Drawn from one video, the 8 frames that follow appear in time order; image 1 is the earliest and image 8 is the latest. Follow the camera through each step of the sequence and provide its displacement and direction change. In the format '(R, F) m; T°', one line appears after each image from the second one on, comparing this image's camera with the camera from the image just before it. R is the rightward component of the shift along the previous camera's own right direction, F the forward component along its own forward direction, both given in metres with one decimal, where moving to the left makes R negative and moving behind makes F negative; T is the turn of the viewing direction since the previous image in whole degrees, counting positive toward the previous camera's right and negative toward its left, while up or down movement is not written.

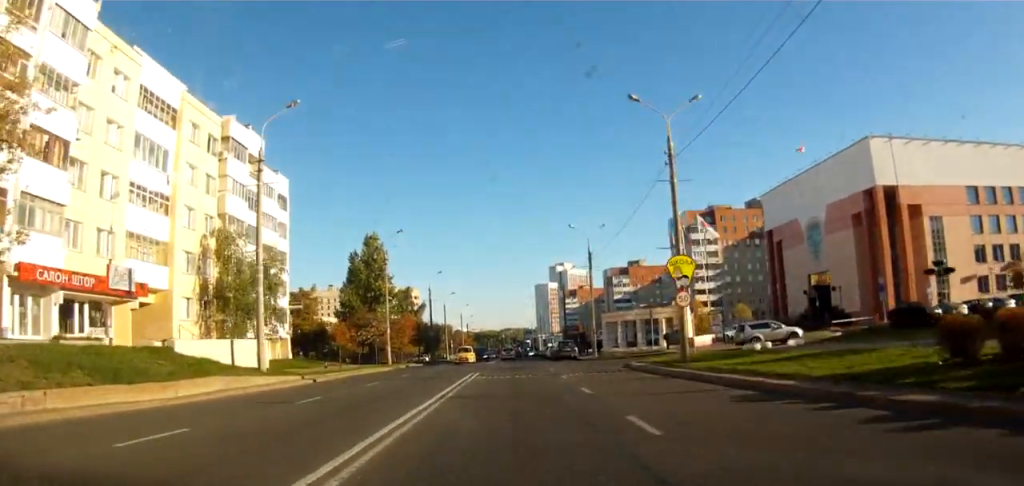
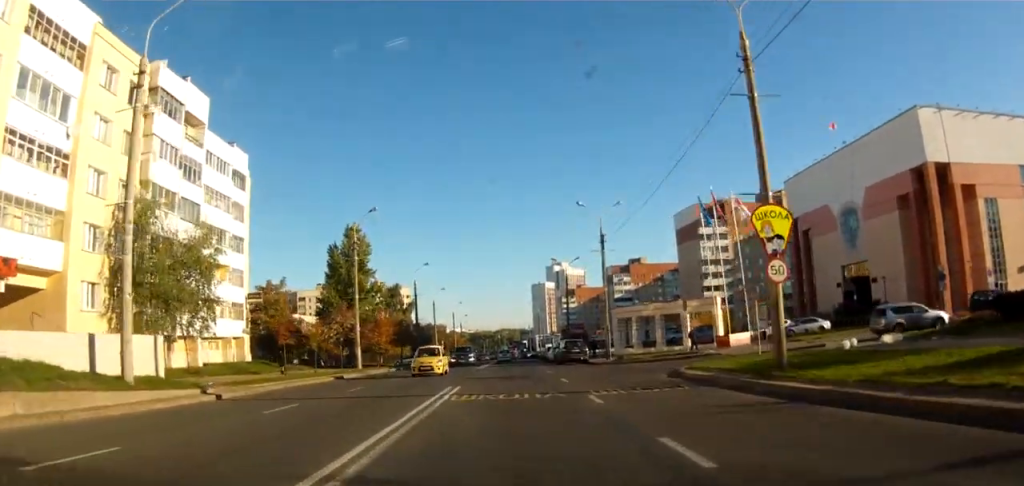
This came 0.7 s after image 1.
(+0.1, +11.4) m; 0°
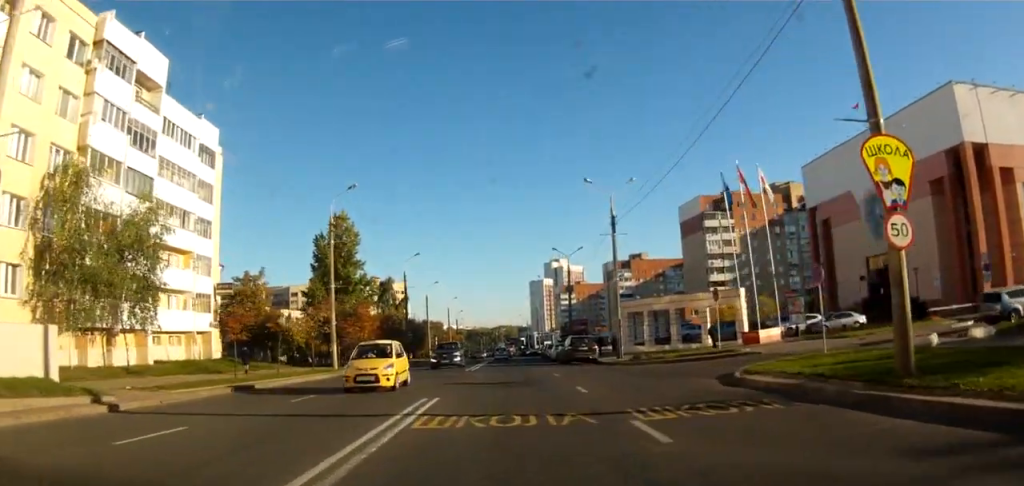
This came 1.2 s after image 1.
(+0.1, +7.2) m; 0°
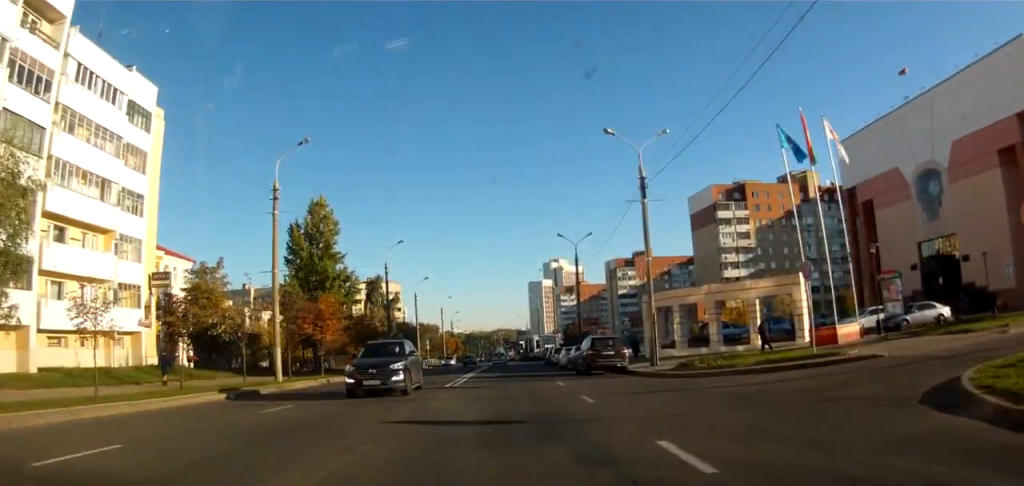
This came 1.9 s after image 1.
(-0.2, +10.9) m; 0°
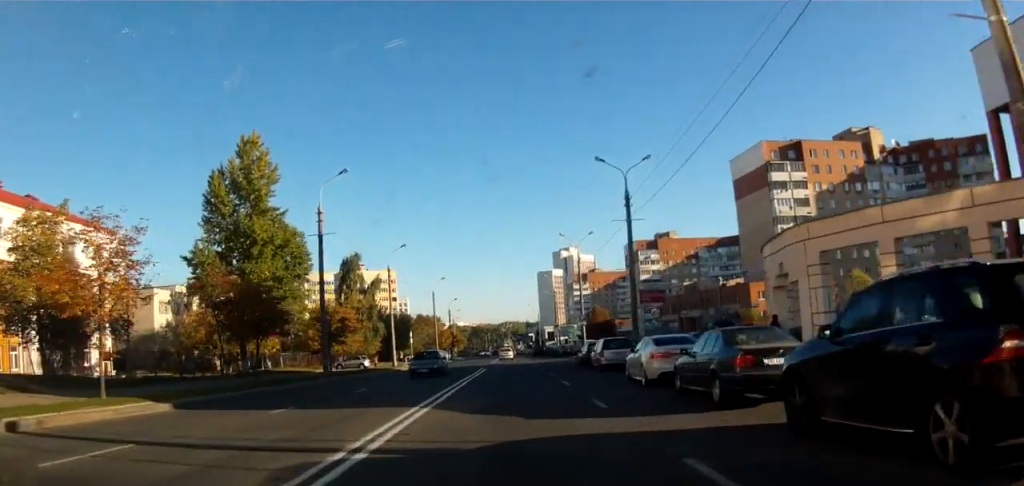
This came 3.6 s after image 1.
(+0.2, +23.9) m; 0°
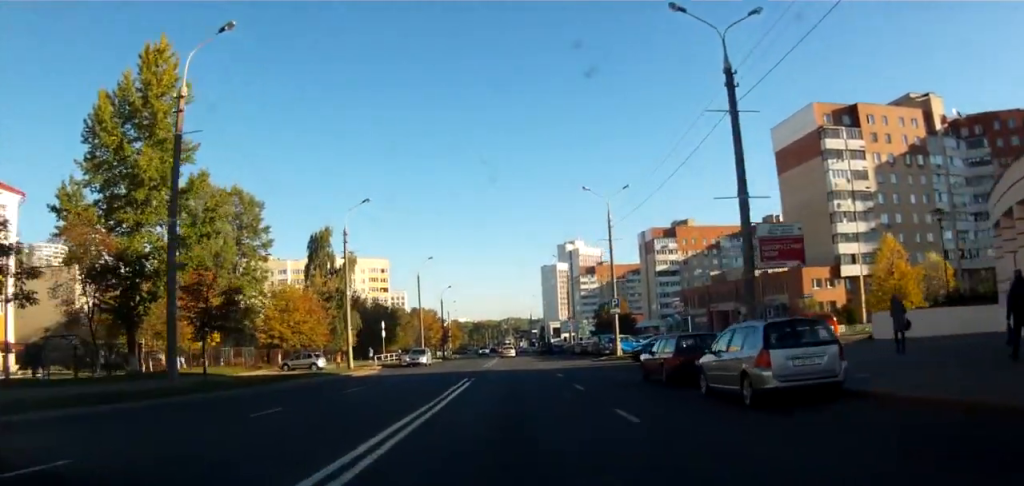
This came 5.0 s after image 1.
(-0.4, +19.9) m; -1°
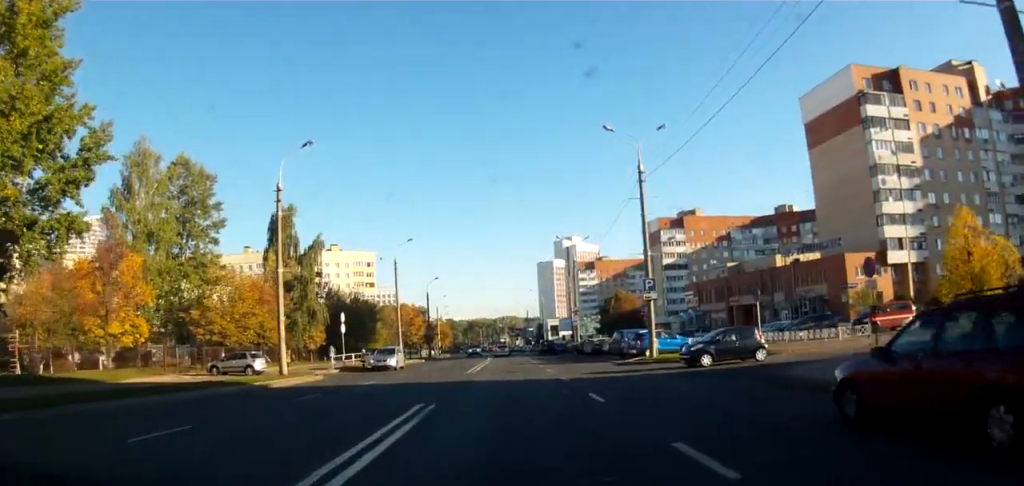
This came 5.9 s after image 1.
(+0.1, +14.4) m; +1°
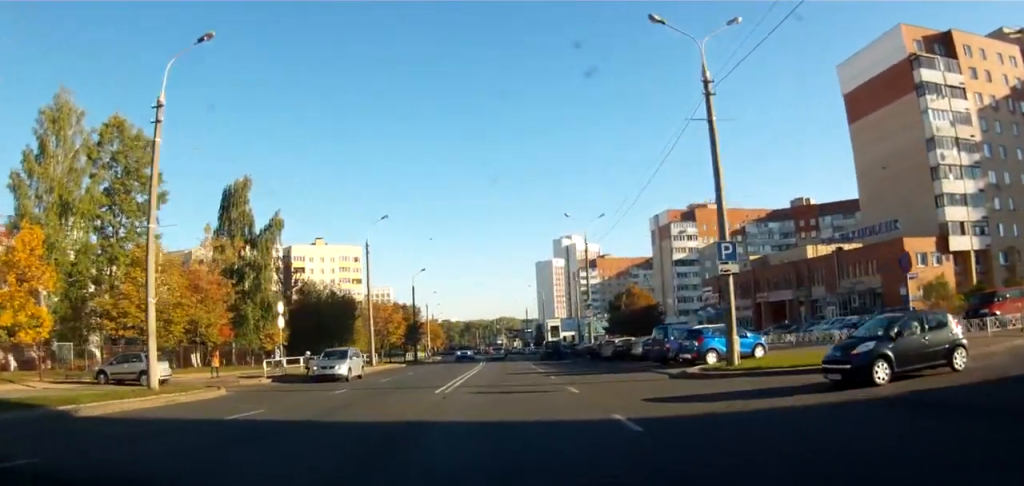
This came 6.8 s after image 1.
(0.0, +14.1) m; 0°
